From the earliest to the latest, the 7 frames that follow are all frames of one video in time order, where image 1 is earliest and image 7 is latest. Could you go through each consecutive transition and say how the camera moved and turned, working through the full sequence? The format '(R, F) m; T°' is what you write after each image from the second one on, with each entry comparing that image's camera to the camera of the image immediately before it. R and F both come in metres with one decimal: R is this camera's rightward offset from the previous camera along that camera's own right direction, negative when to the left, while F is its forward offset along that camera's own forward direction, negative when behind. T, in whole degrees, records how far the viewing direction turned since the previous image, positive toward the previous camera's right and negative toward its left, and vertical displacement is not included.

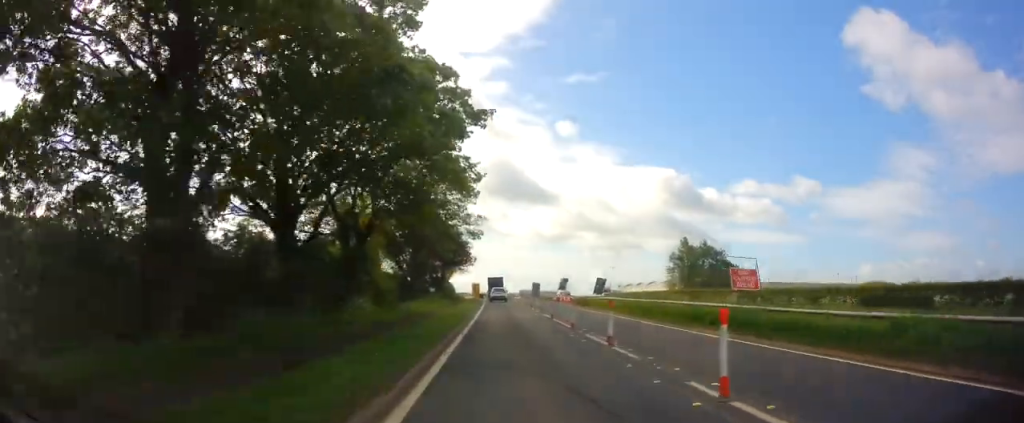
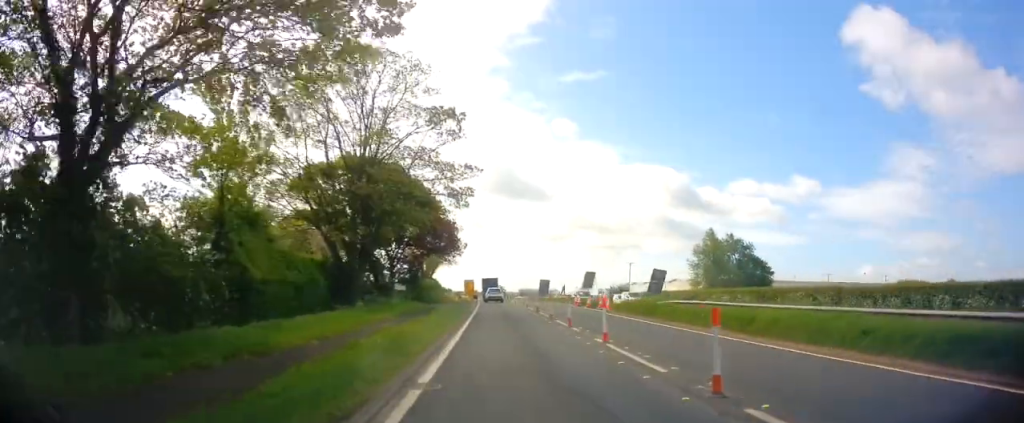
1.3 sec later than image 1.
(+0.5, +19.5) m; +2°
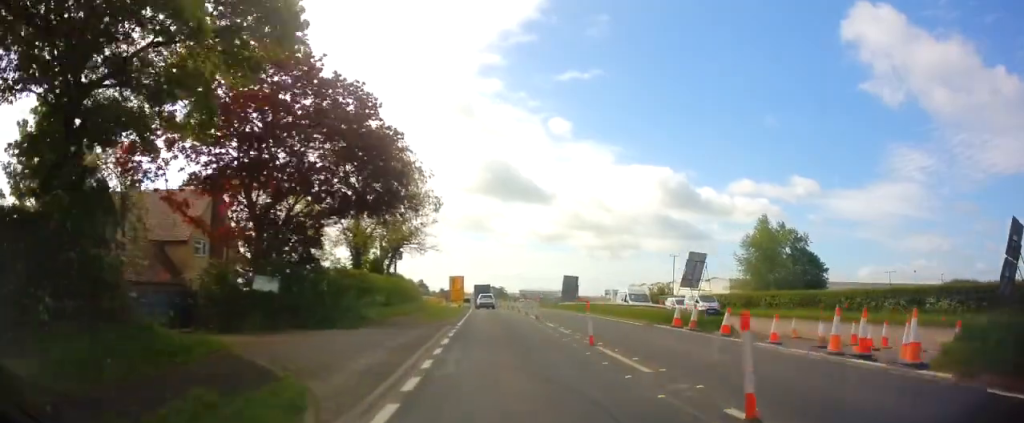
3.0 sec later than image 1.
(0.0, +26.3) m; -1°
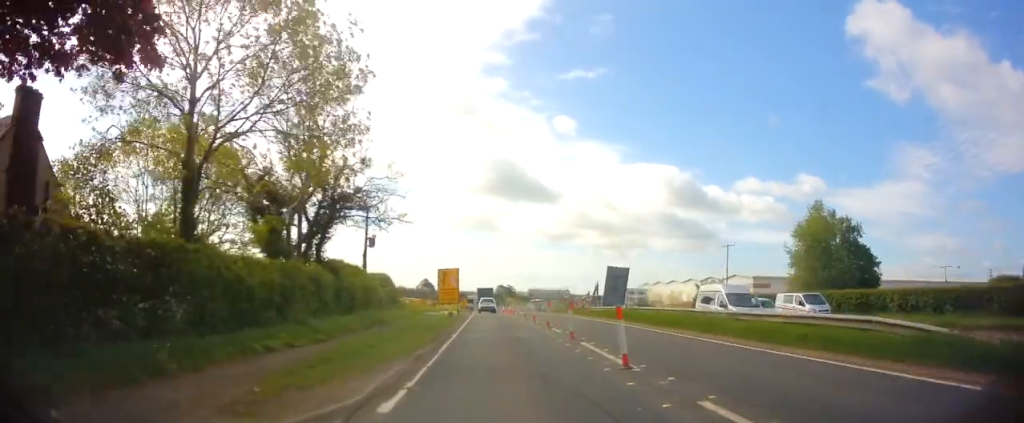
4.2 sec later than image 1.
(-0.2, +16.8) m; -1°
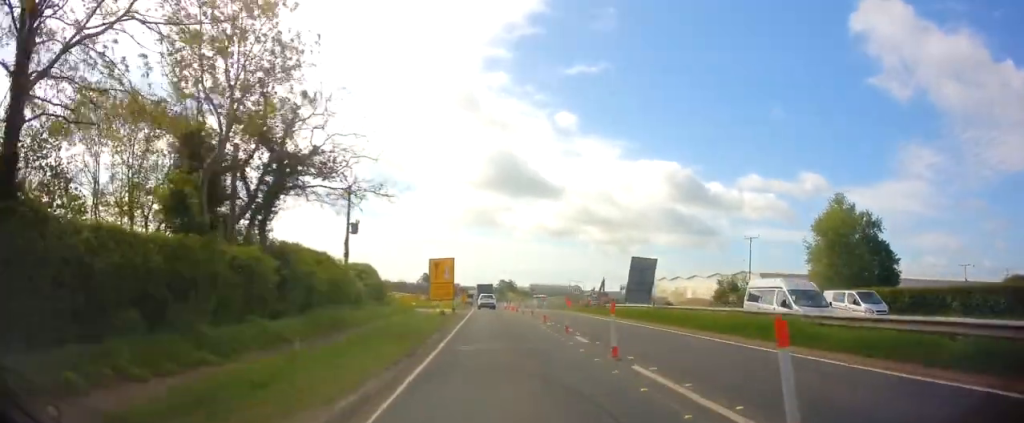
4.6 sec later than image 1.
(-0.1, +5.7) m; 0°
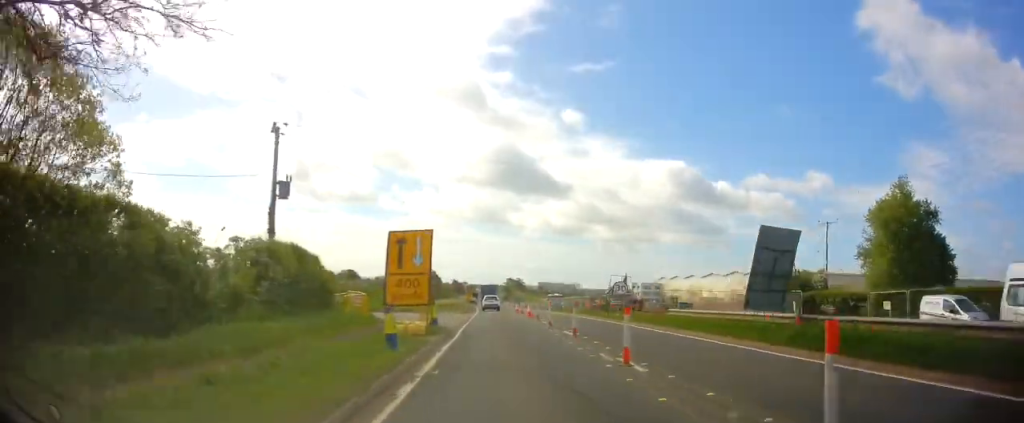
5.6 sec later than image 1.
(0.0, +13.8) m; -1°
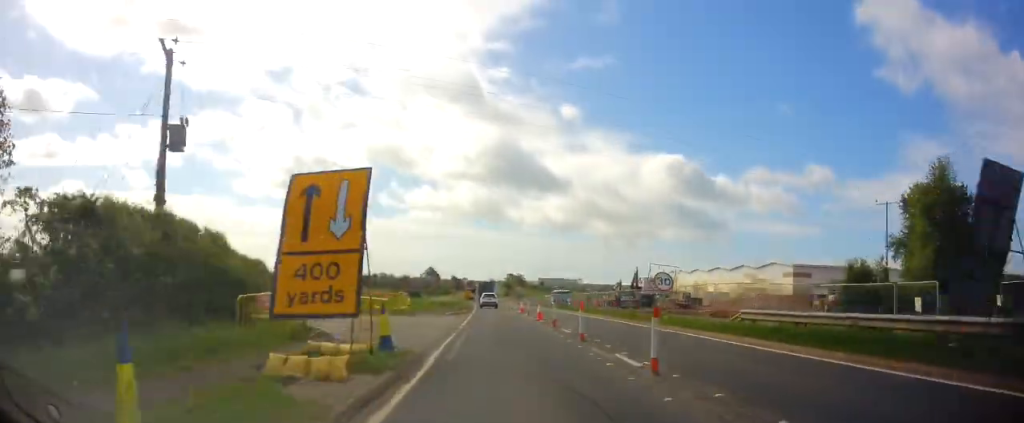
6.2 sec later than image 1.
(0.0, +8.6) m; -1°
